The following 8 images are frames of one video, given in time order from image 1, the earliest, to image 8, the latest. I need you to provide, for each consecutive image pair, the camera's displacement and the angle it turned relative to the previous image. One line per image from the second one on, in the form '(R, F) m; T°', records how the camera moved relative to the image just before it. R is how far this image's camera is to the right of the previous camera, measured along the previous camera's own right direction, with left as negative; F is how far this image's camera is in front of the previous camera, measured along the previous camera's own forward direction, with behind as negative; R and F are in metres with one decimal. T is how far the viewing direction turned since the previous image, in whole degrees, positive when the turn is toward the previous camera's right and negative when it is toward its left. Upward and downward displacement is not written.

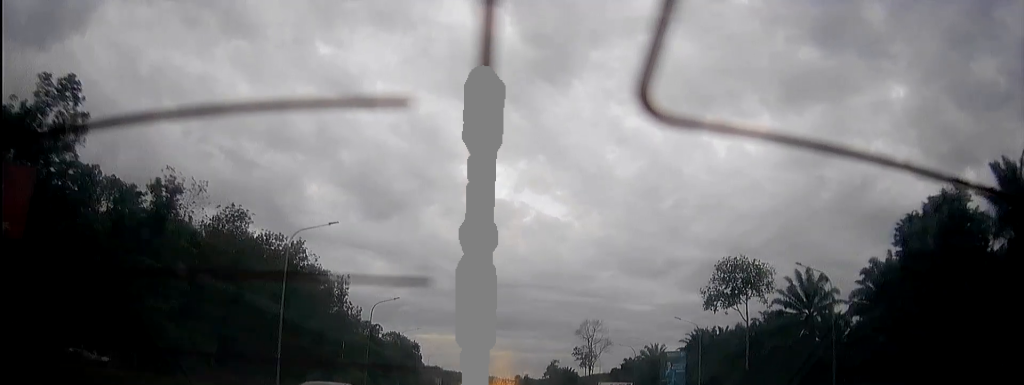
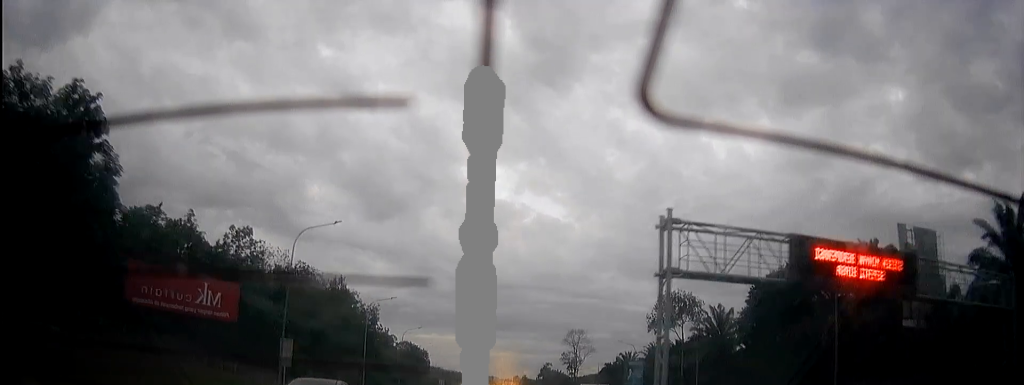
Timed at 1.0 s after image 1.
(0.0, +30.3) m; 0°
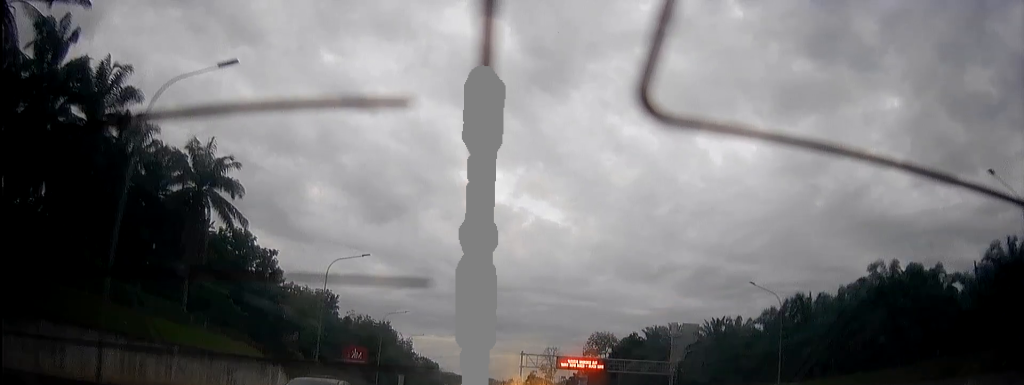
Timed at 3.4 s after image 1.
(-0.1, +68.7) m; 0°
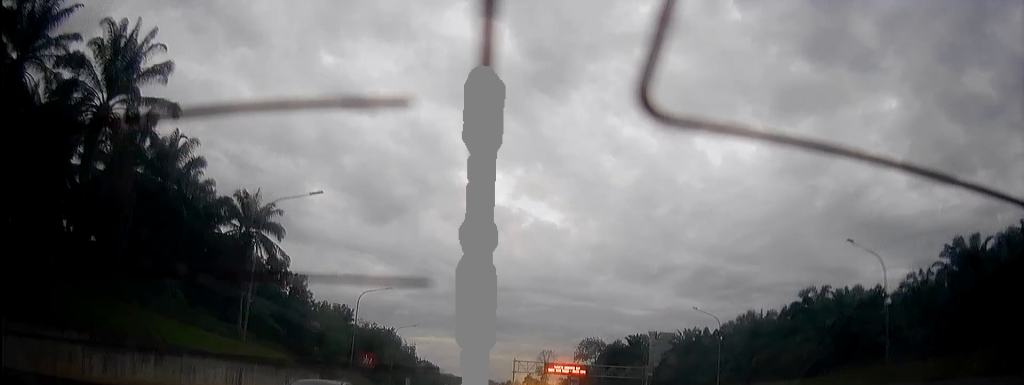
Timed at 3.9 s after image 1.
(0.0, +14.0) m; 0°
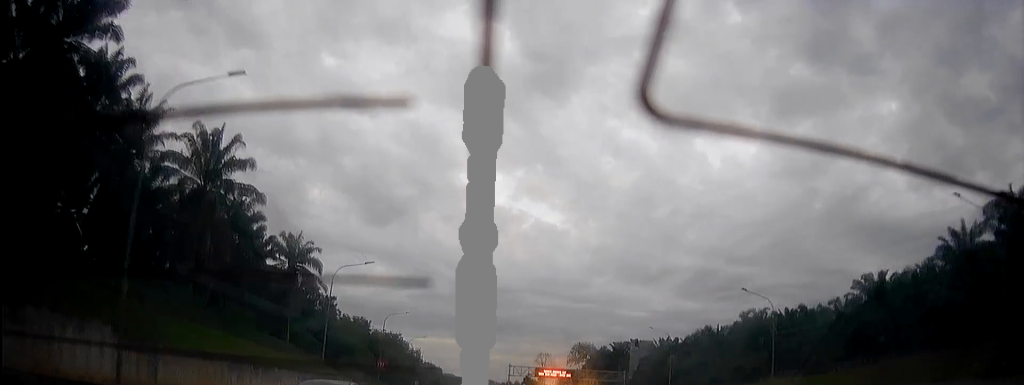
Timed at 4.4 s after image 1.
(-0.1, +16.3) m; 0°
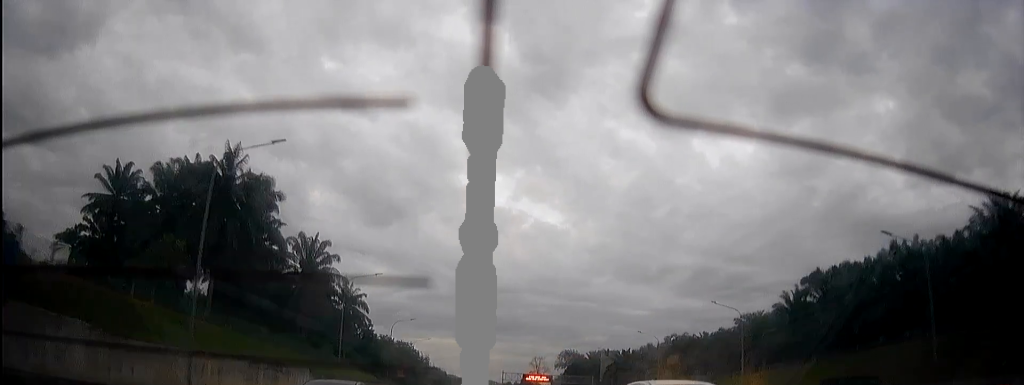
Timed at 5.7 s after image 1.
(+0.1, +37.3) m; 0°
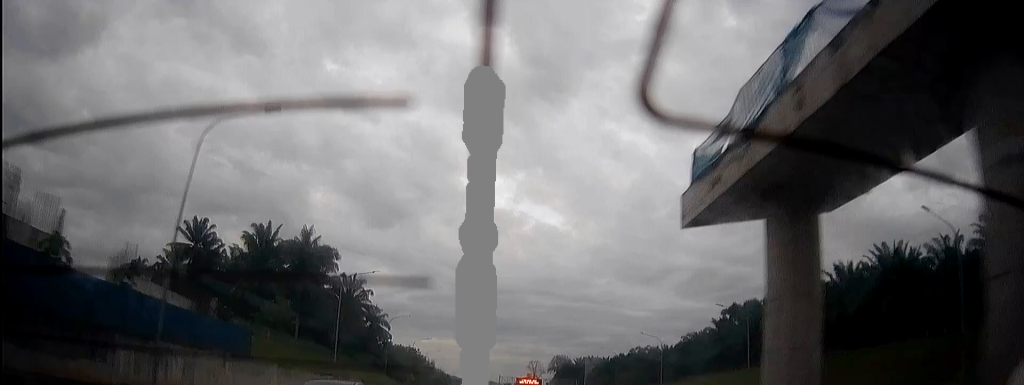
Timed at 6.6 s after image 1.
(0.0, +26.8) m; 0°
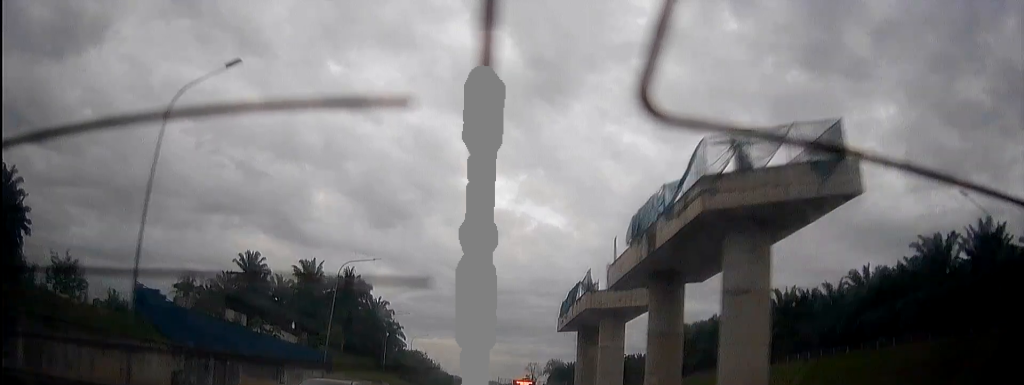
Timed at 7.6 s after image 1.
(+0.1, +26.8) m; 0°
